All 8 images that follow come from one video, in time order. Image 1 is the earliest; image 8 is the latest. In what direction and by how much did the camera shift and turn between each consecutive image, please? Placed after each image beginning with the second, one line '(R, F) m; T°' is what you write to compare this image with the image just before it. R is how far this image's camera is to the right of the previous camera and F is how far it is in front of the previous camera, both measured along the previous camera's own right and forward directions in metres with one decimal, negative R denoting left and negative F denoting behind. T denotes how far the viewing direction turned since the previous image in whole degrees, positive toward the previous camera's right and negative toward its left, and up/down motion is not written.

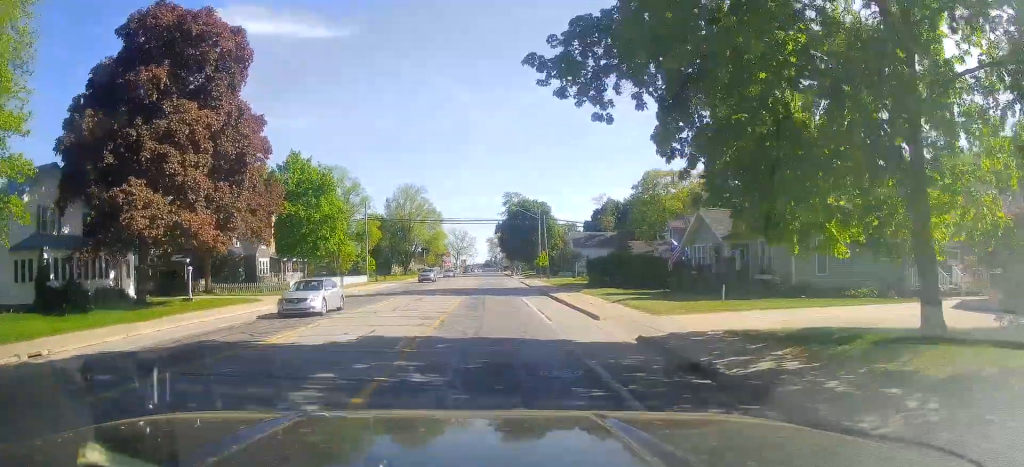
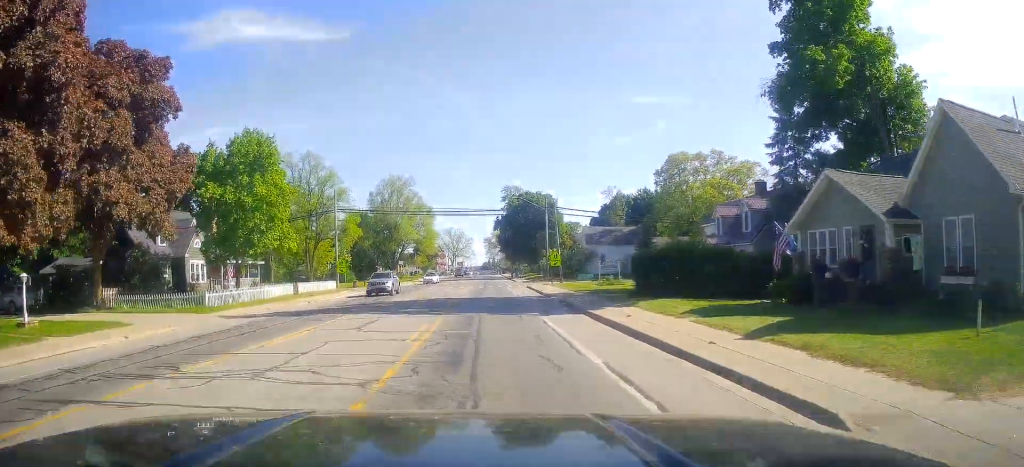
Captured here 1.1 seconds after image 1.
(0.0, +13.5) m; 0°
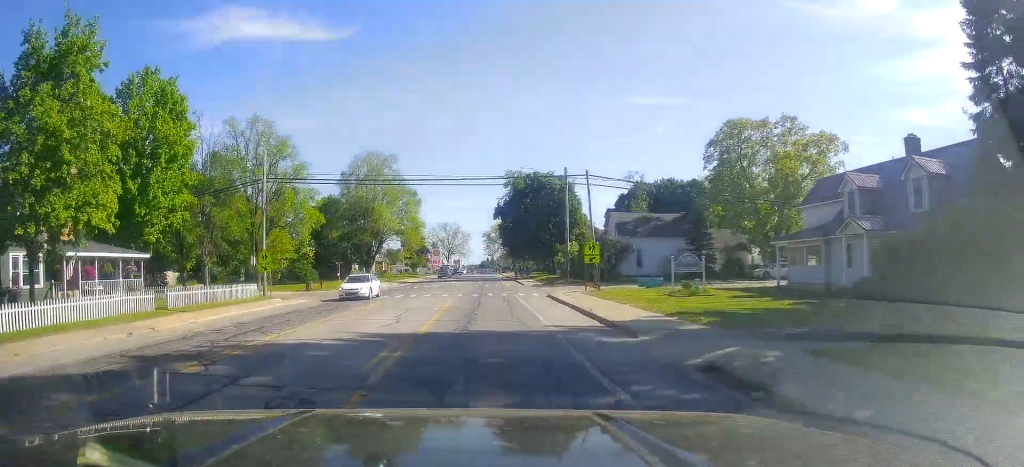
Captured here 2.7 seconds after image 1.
(0.0, +19.3) m; 0°
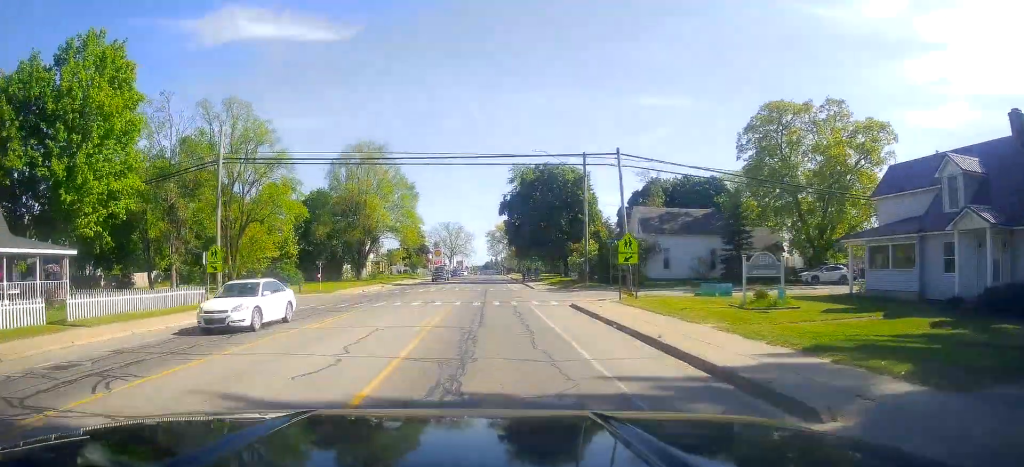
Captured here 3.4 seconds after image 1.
(0.0, +7.9) m; -1°
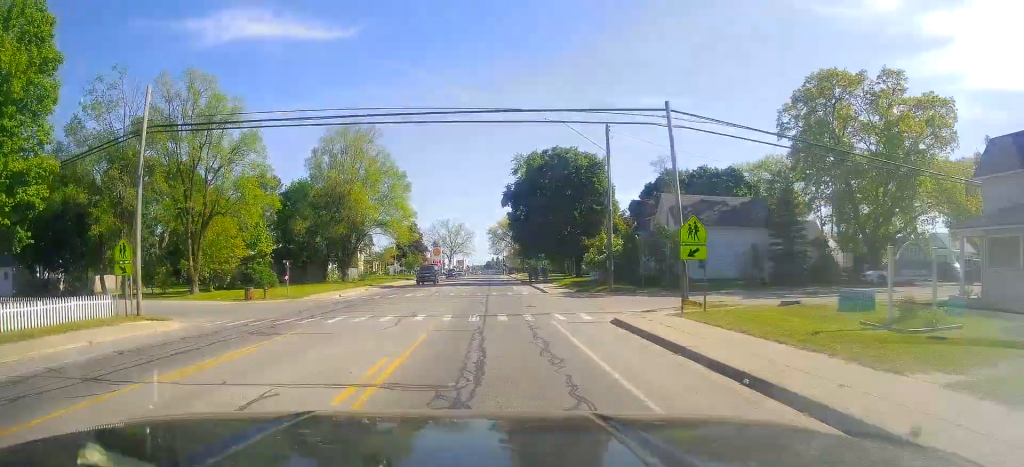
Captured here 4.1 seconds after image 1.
(0.0, +8.5) m; -1°
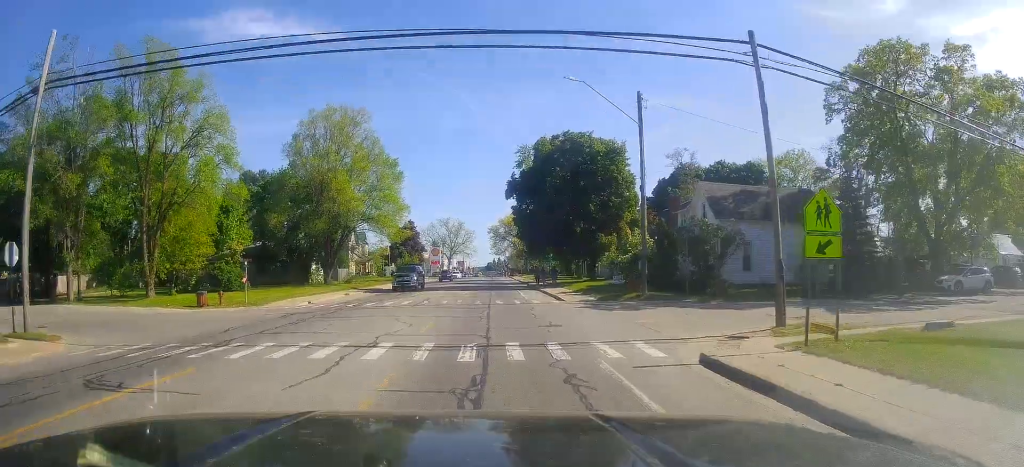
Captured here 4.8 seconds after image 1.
(-0.2, +7.6) m; 0°
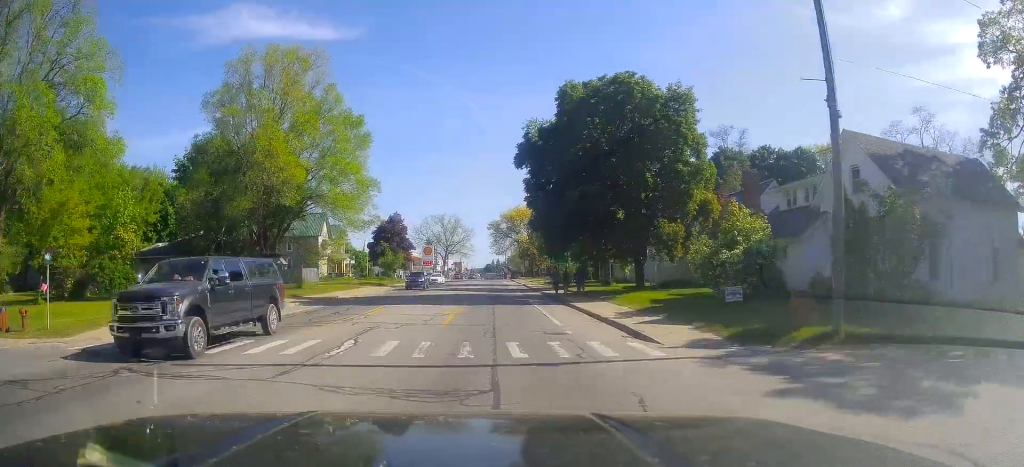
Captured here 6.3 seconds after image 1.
(+0.3, +17.1) m; +2°
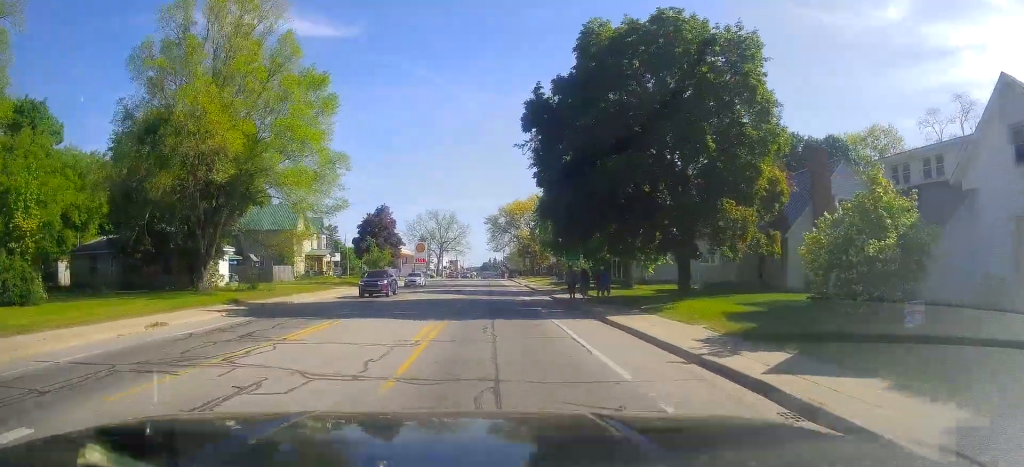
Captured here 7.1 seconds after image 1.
(0.0, +9.2) m; 0°
